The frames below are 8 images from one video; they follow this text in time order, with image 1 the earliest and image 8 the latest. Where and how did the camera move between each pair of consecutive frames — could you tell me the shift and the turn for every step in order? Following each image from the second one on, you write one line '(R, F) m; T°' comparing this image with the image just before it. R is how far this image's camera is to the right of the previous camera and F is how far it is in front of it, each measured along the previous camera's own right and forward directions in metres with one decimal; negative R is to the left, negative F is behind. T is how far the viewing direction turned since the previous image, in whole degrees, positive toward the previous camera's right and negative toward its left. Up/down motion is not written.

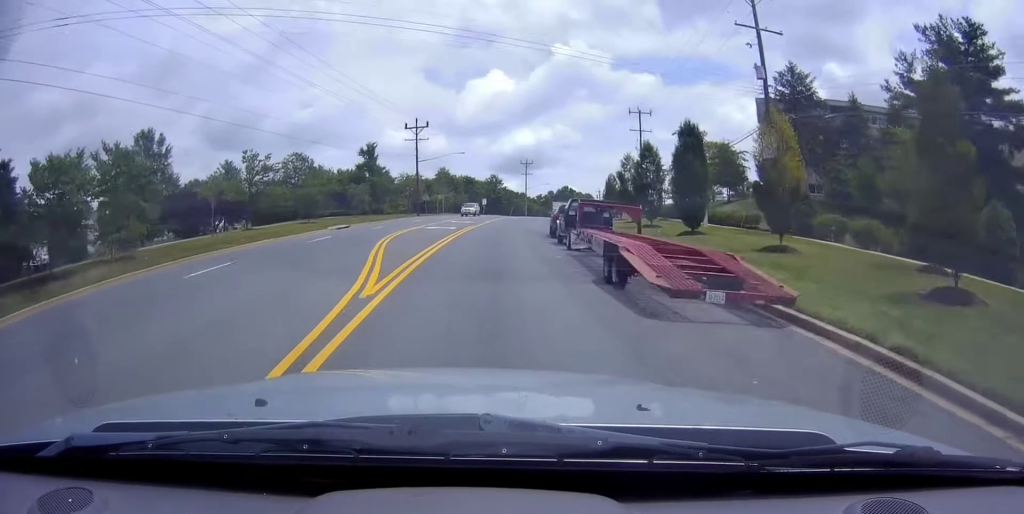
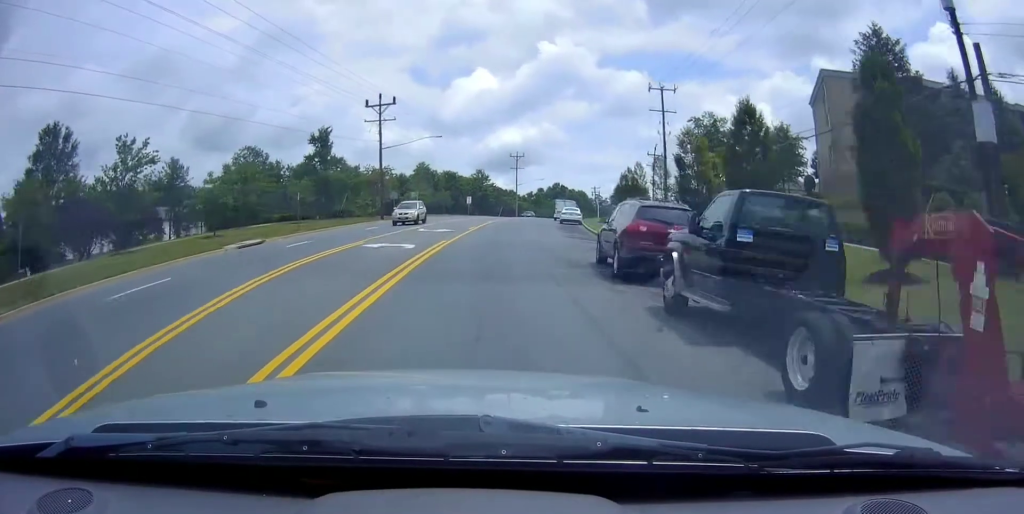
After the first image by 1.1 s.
(-0.2, +16.9) m; 0°
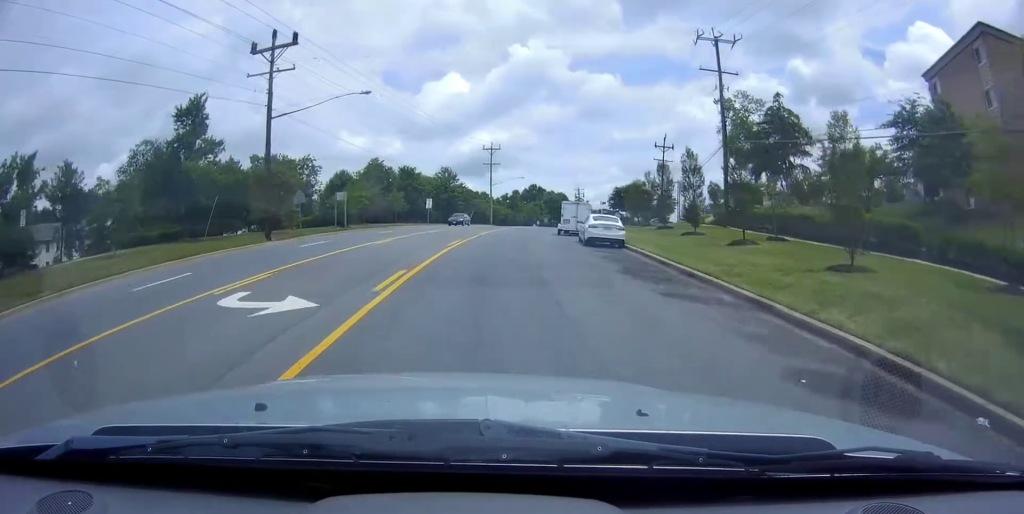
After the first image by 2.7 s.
(+0.7, +23.5) m; +4°
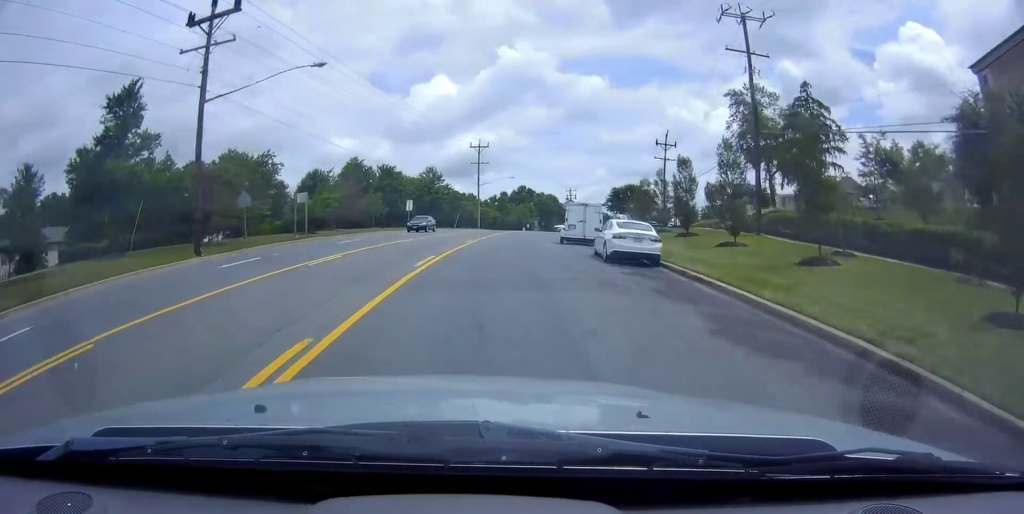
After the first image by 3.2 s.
(-0.2, +7.3) m; +2°
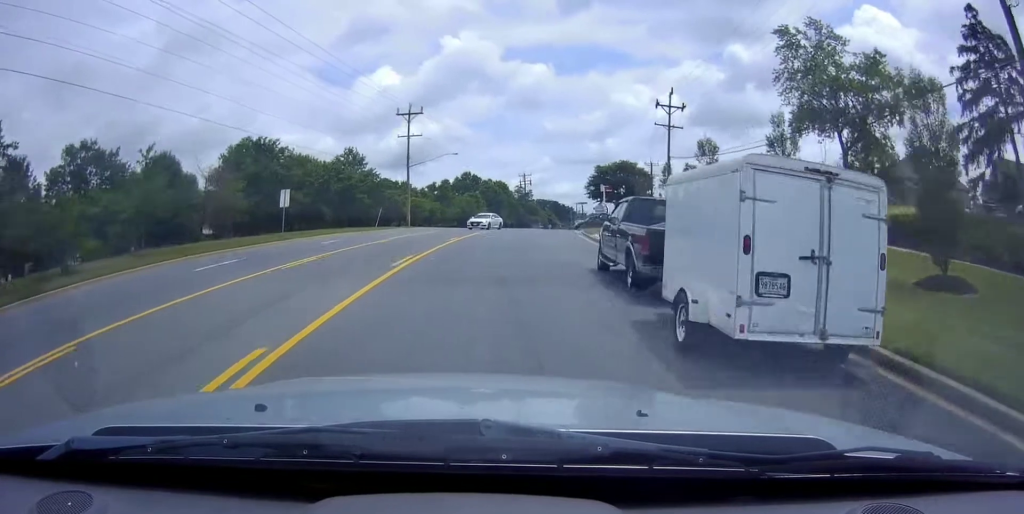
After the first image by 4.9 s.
(+2.1, +25.2) m; +5°
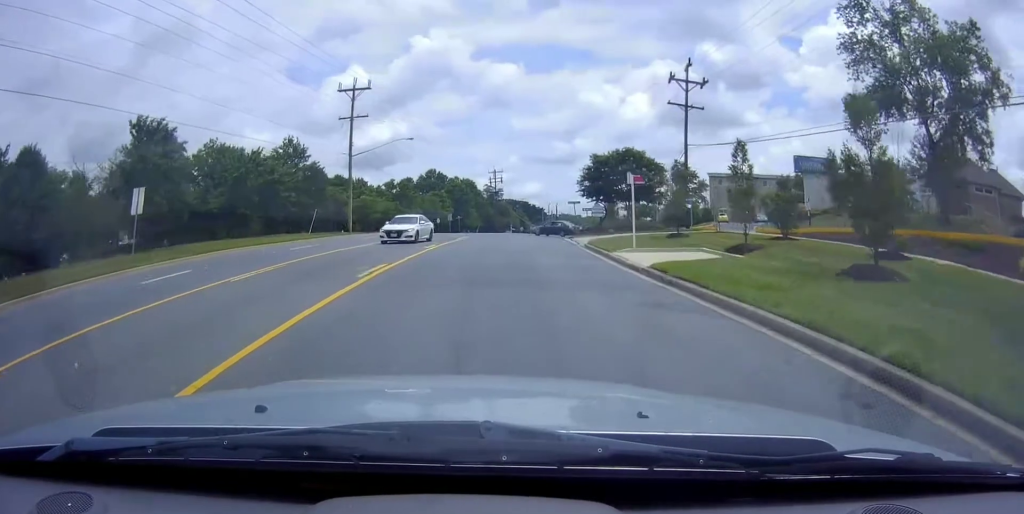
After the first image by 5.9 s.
(-0.1, +13.9) m; 0°
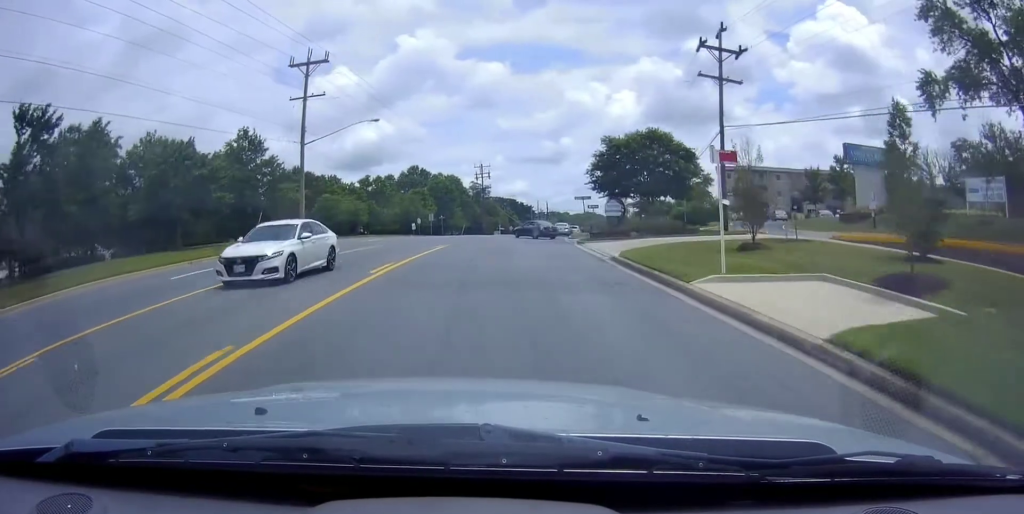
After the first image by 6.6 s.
(0.0, +9.8) m; +1°
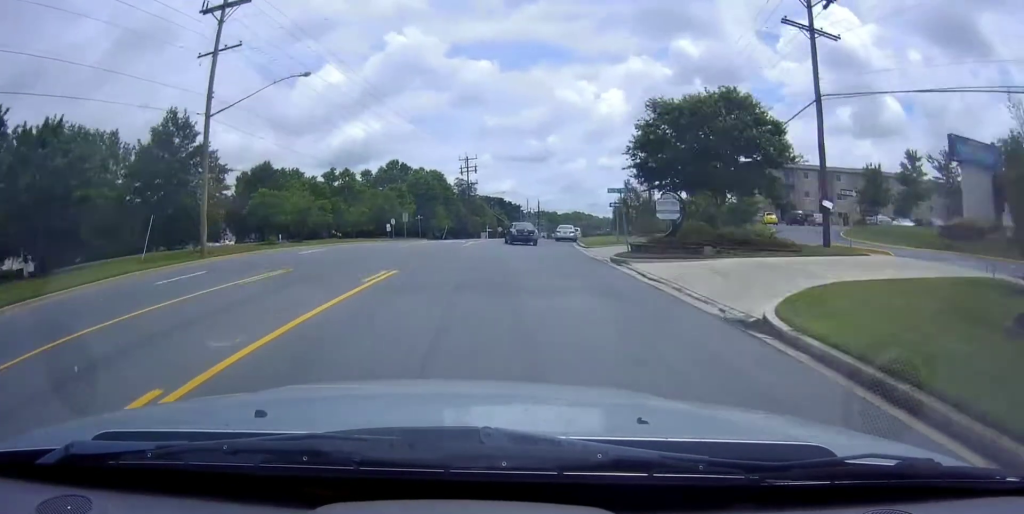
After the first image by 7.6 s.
(+0.3, +12.7) m; +3°
